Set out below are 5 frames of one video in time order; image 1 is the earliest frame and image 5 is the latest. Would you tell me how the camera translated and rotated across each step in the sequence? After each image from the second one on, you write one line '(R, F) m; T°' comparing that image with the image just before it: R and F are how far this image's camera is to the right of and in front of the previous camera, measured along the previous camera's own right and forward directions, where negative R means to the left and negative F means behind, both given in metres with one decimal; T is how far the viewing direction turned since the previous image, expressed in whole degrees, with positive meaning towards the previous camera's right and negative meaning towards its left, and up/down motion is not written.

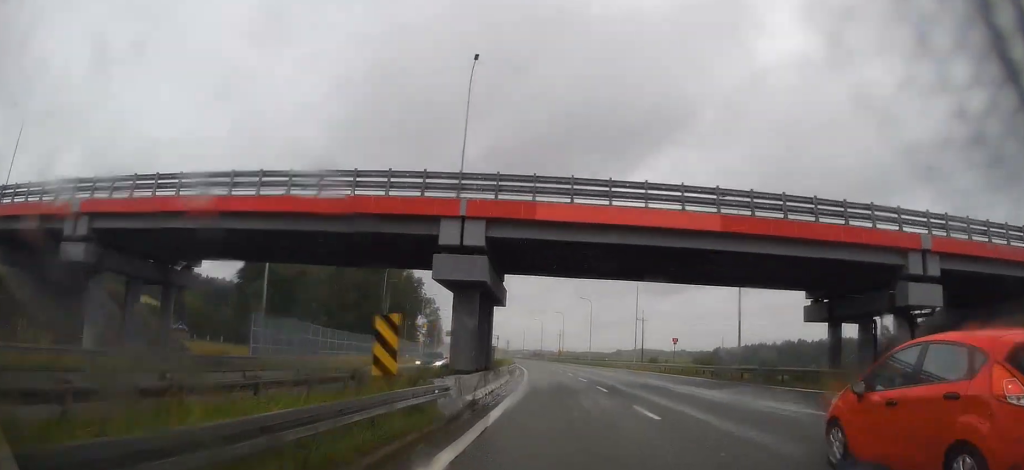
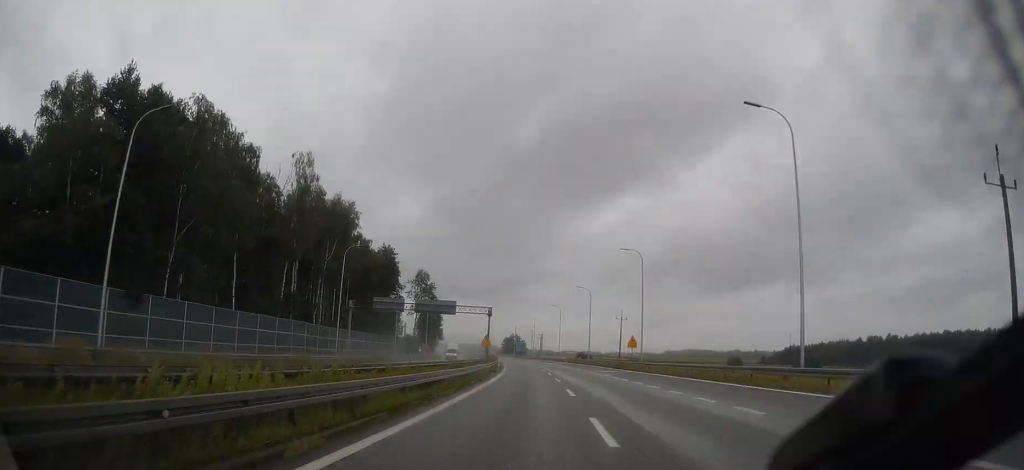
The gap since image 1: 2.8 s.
(-4.8, +86.4) m; -7°
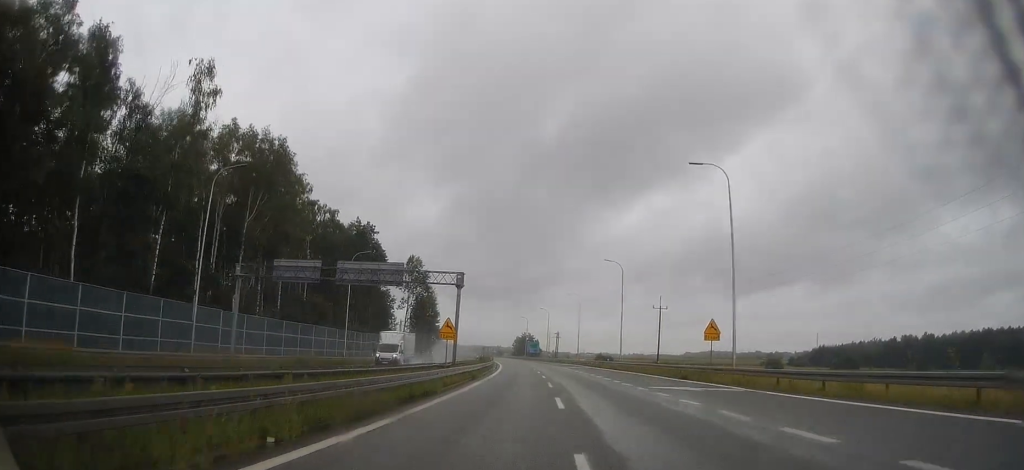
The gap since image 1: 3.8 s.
(-0.4, +28.2) m; -1°
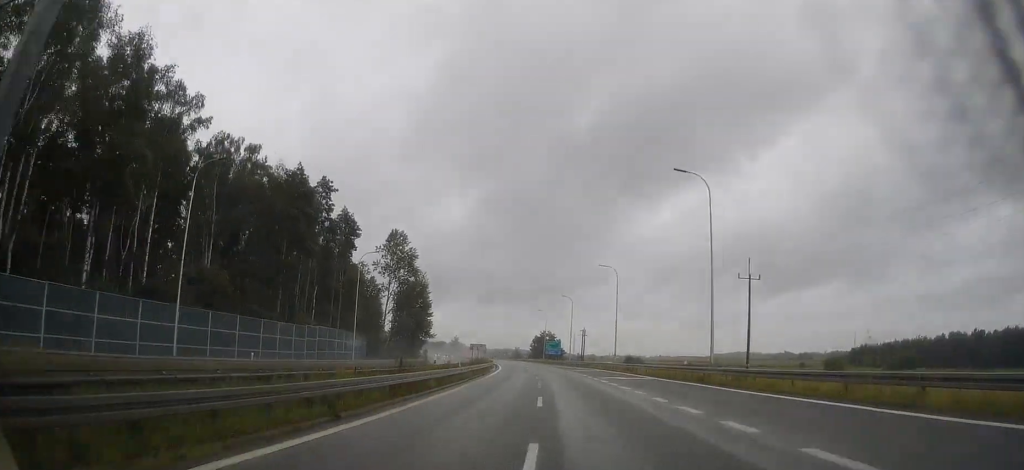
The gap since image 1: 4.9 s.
(-0.2, +34.0) m; -2°
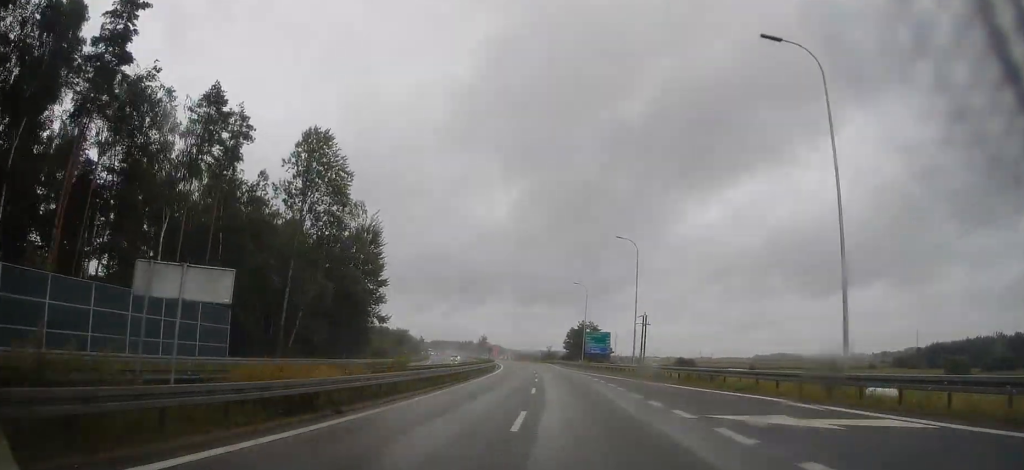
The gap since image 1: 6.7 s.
(-2.5, +52.8) m; -5°
